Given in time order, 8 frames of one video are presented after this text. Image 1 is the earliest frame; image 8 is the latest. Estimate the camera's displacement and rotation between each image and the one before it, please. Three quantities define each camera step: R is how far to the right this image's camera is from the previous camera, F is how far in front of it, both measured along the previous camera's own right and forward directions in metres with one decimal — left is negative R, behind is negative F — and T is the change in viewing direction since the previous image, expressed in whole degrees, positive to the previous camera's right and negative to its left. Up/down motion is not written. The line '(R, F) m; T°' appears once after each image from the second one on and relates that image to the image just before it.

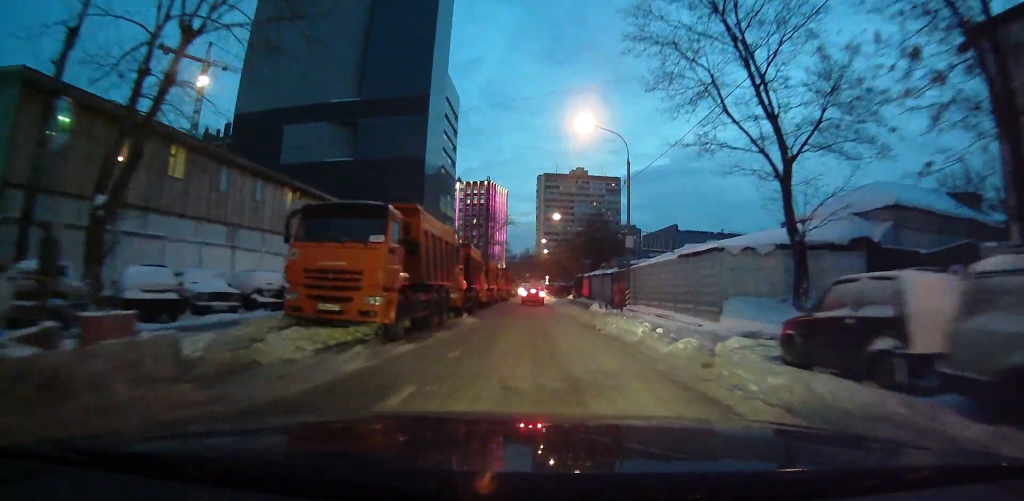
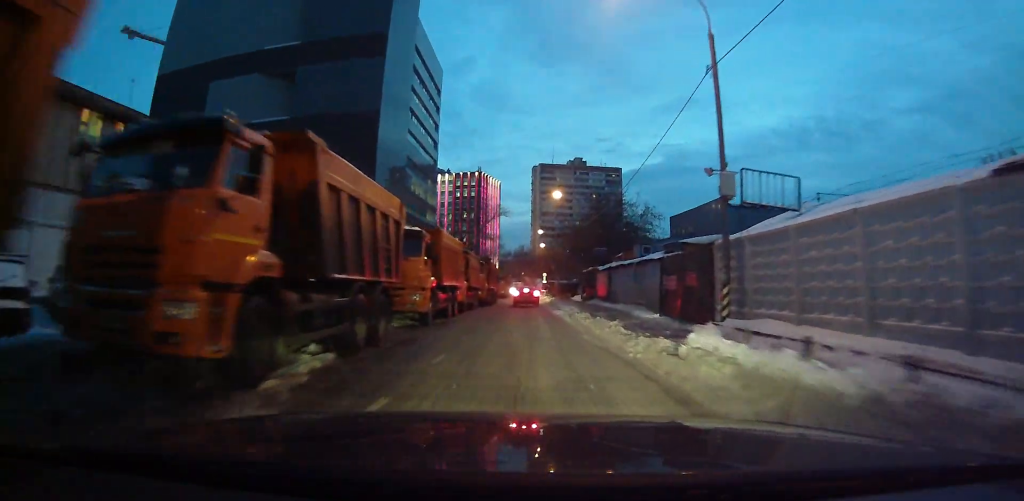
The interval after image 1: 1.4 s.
(+0.1, +14.1) m; +1°
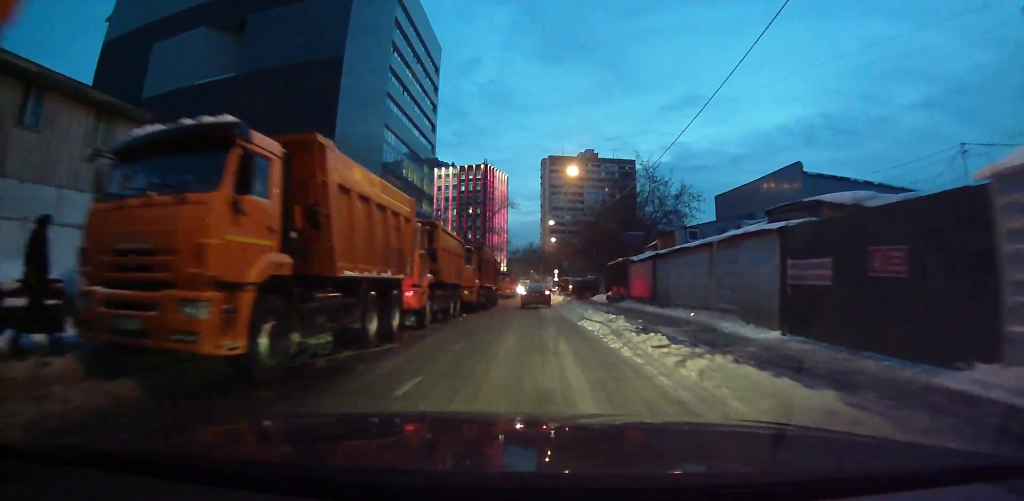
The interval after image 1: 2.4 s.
(+0.1, +9.1) m; 0°
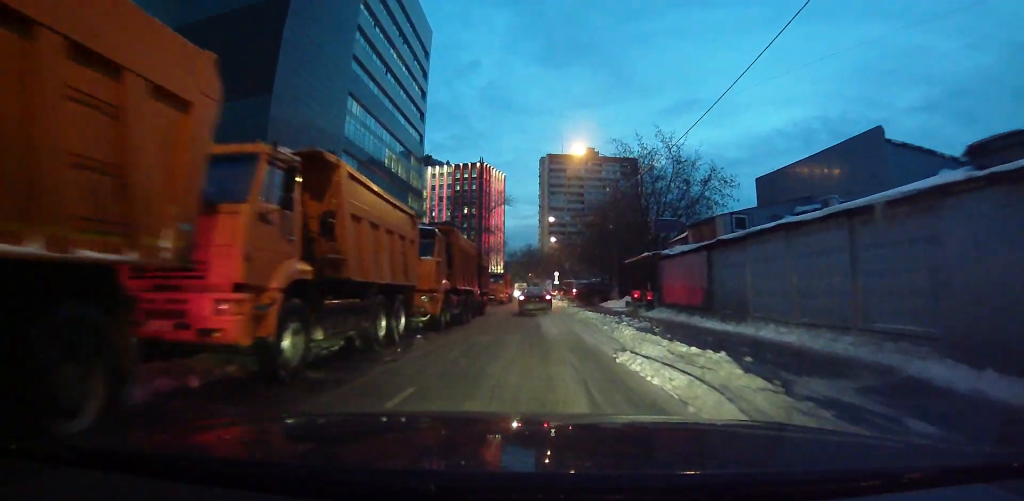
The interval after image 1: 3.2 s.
(0.0, +8.0) m; 0°
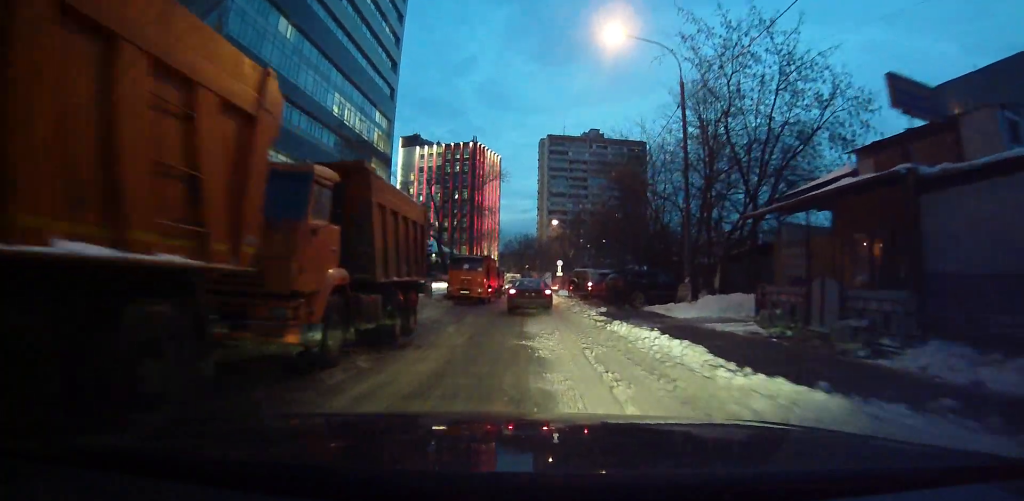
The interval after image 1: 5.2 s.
(-0.1, +19.6) m; -1°
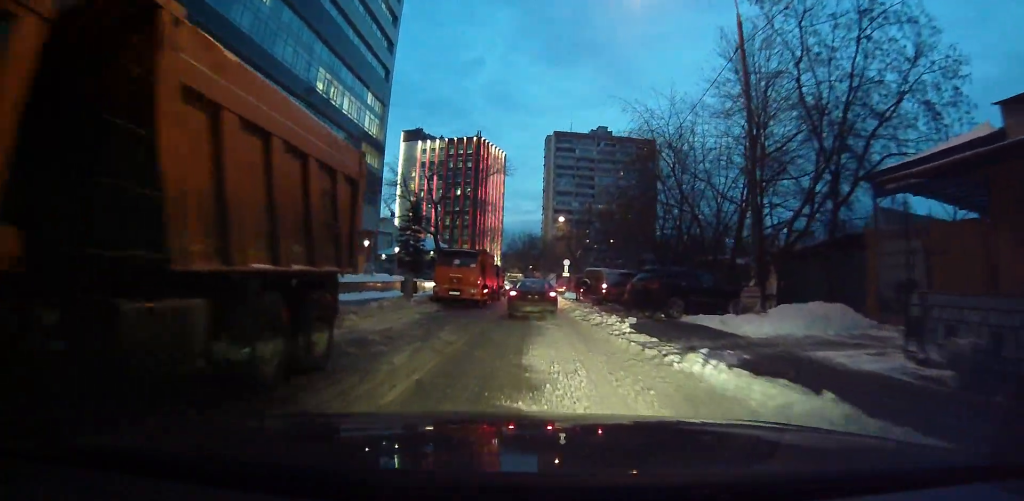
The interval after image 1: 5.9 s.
(0.0, +5.8) m; -1°
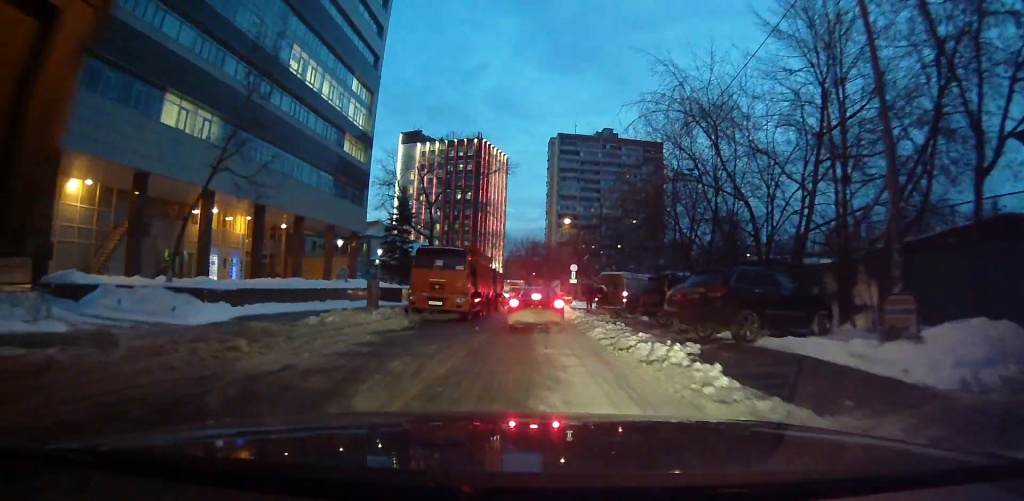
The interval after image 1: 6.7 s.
(0.0, +5.6) m; -1°
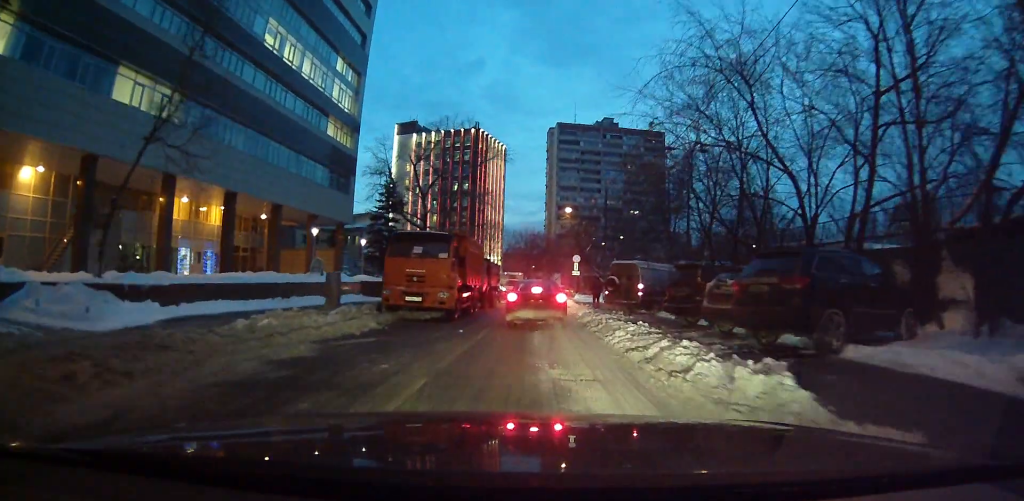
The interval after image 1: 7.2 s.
(0.0, +3.2) m; -1°
